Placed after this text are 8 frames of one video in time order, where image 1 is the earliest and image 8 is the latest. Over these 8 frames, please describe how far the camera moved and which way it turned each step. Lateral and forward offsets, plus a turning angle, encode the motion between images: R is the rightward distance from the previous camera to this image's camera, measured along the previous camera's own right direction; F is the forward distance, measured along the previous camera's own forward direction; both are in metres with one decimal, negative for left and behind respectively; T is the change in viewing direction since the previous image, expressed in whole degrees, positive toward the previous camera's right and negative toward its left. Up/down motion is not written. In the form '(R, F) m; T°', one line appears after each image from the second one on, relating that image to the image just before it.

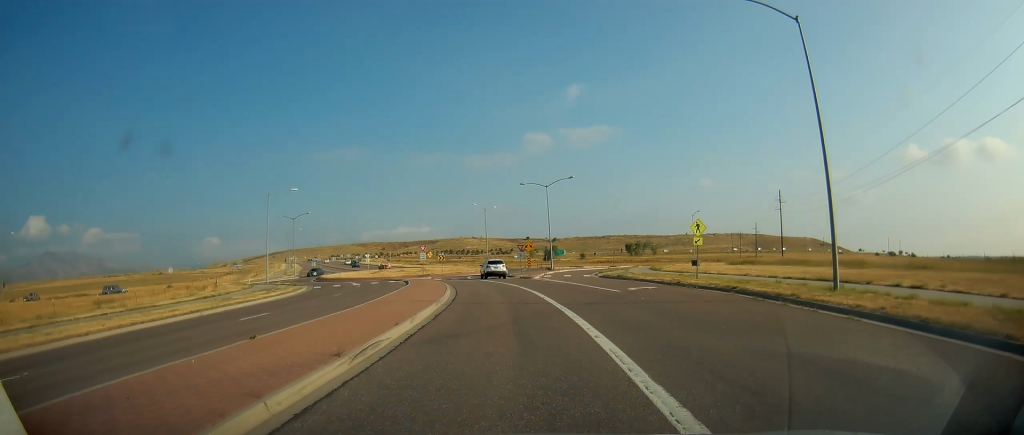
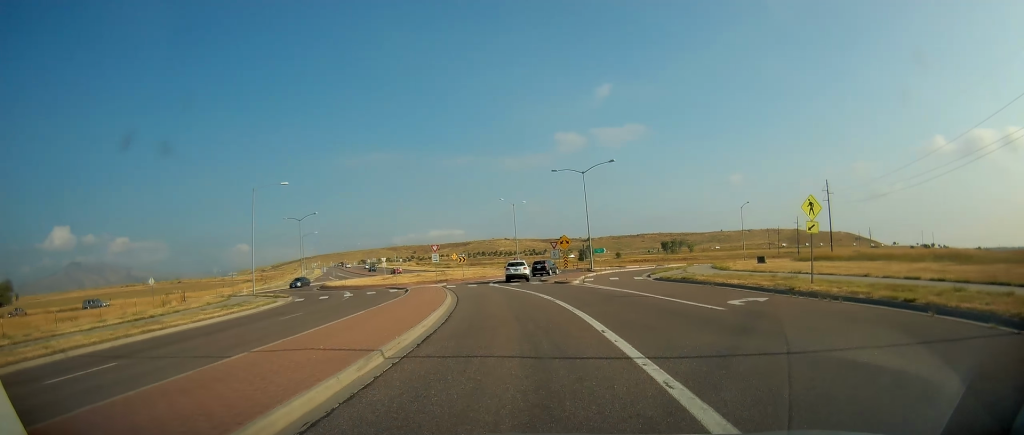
(-0.2, +11.2) m; -3°
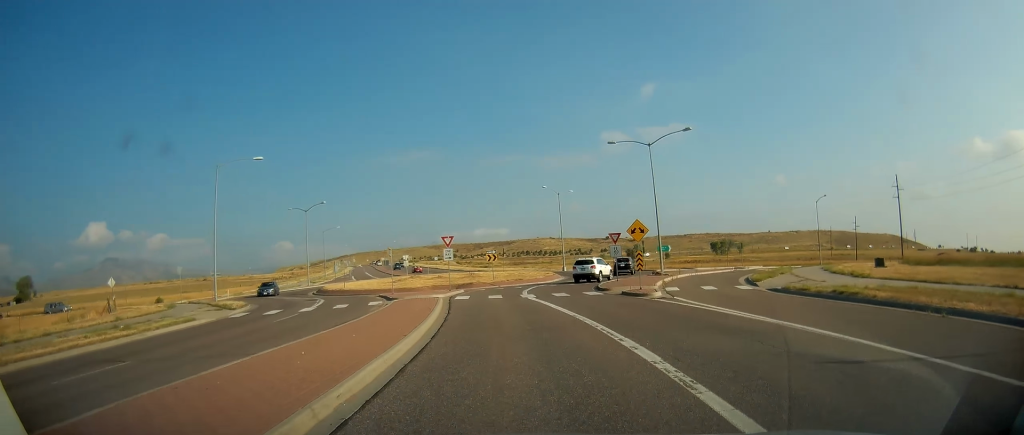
(-0.7, +14.9) m; -5°
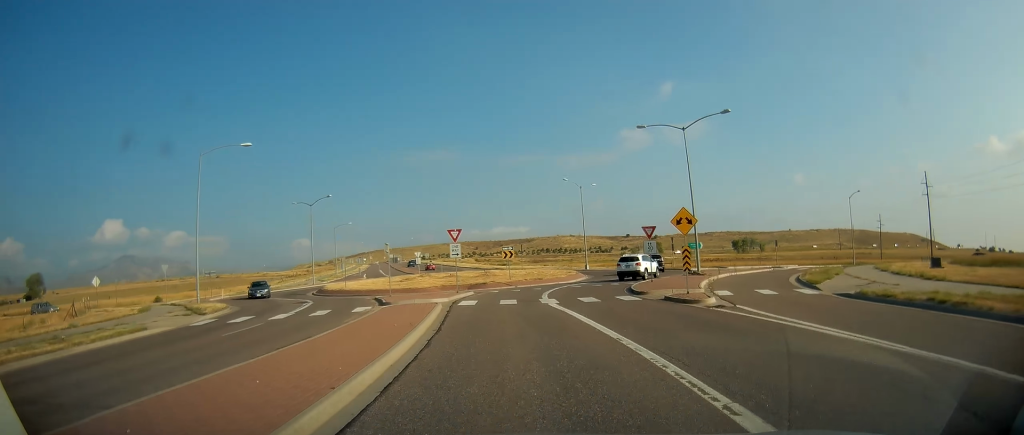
(-0.1, +5.2) m; -1°
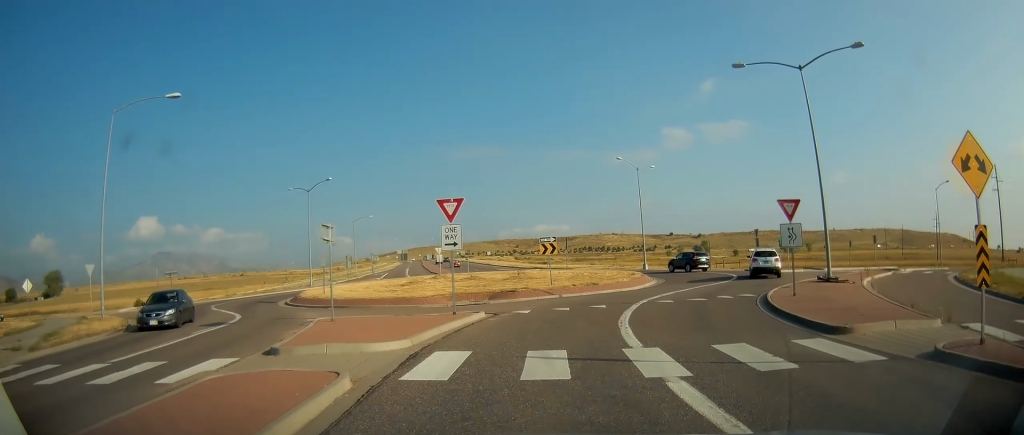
(-0.2, +14.2) m; -1°
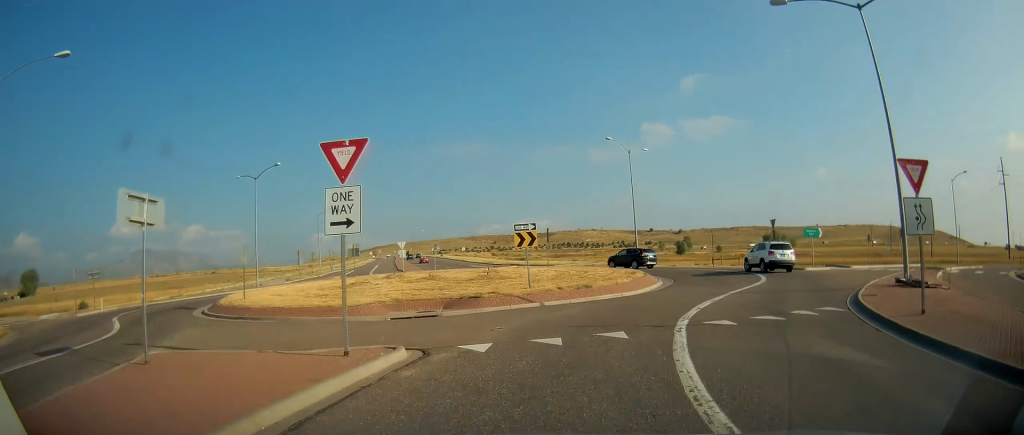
(-0.2, +8.4) m; +1°
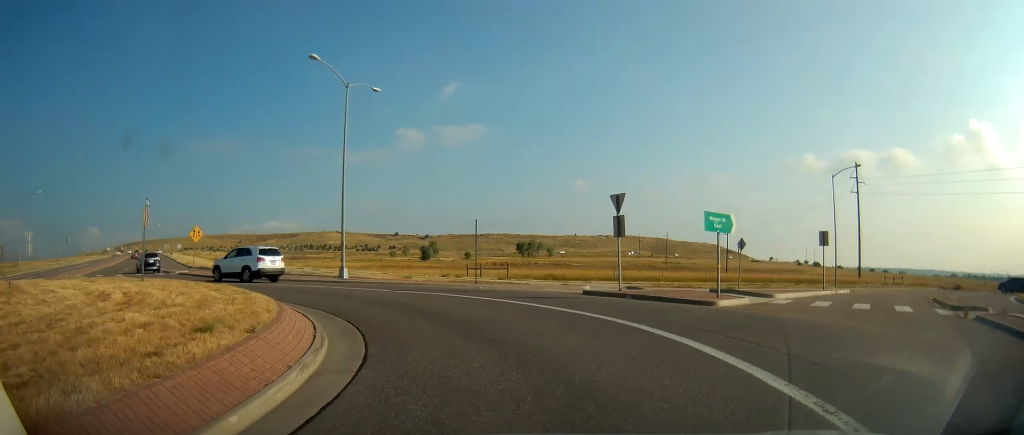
(+2.9, +23.0) m; +16°
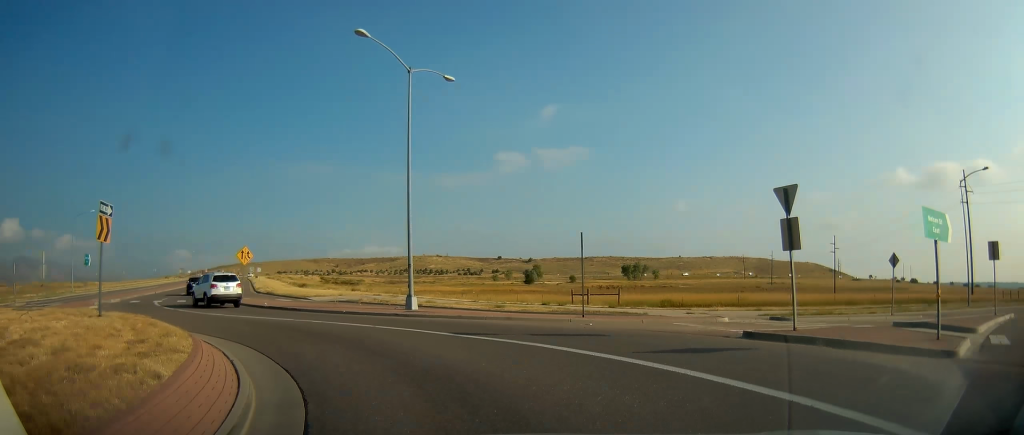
(+1.1, +6.7) m; -4°
